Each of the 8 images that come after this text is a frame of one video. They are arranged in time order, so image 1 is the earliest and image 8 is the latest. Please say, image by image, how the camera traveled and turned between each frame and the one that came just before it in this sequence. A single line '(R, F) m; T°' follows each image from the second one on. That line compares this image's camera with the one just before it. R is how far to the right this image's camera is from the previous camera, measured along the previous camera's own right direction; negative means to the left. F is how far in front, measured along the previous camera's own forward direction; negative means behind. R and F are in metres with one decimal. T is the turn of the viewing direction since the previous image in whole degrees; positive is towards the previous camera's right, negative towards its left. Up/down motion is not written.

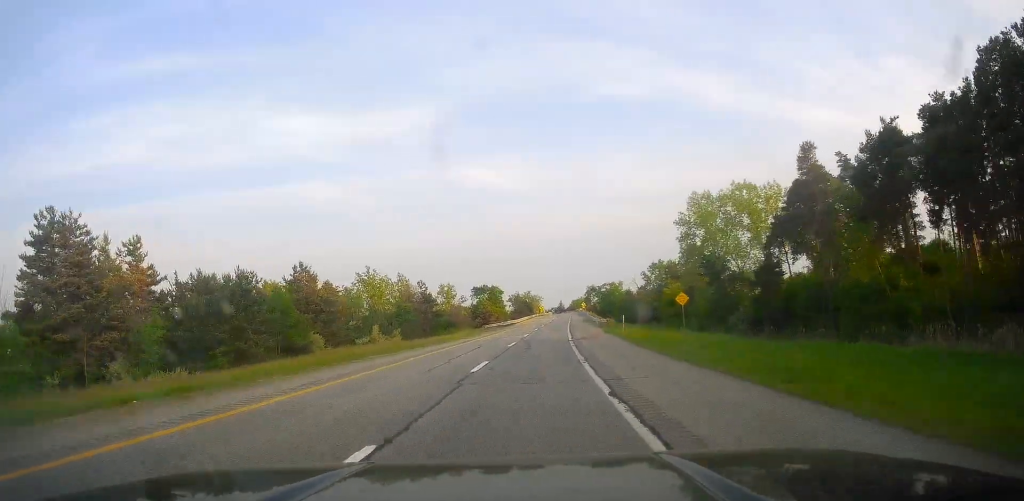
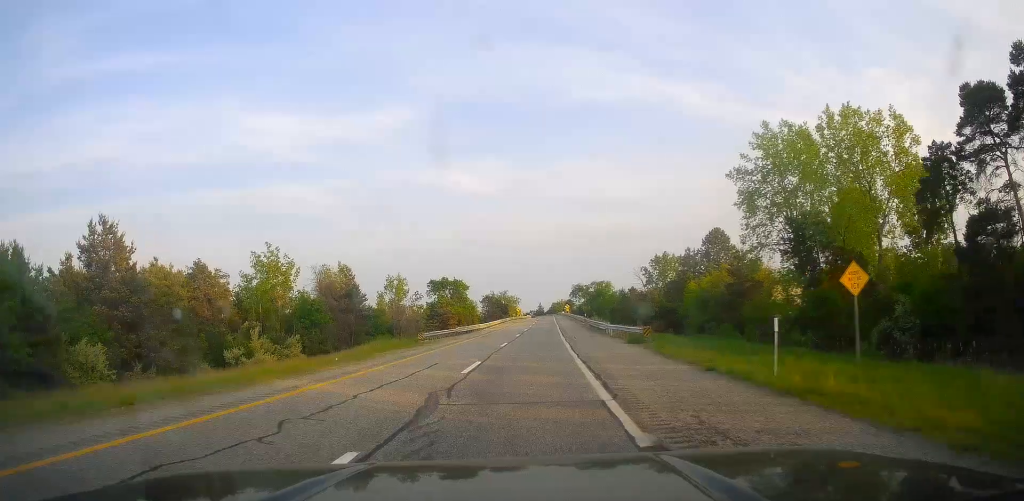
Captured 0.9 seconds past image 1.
(+0.8, +31.2) m; +2°
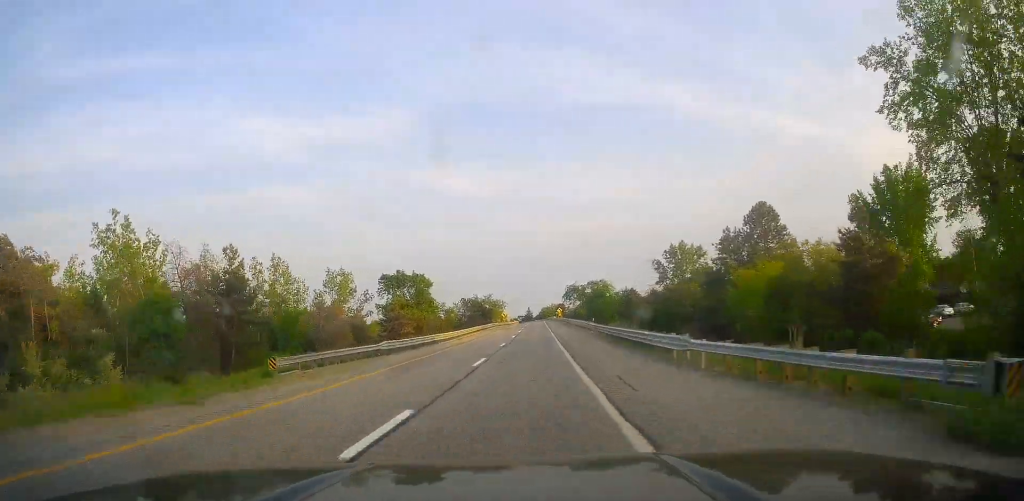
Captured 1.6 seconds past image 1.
(+0.5, +26.3) m; +1°
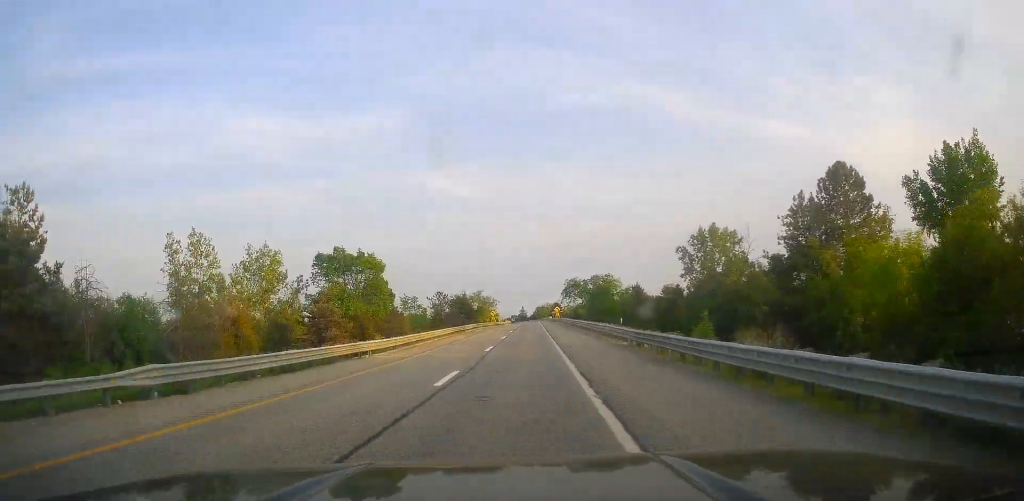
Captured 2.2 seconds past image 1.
(+0.3, +22.7) m; 0°
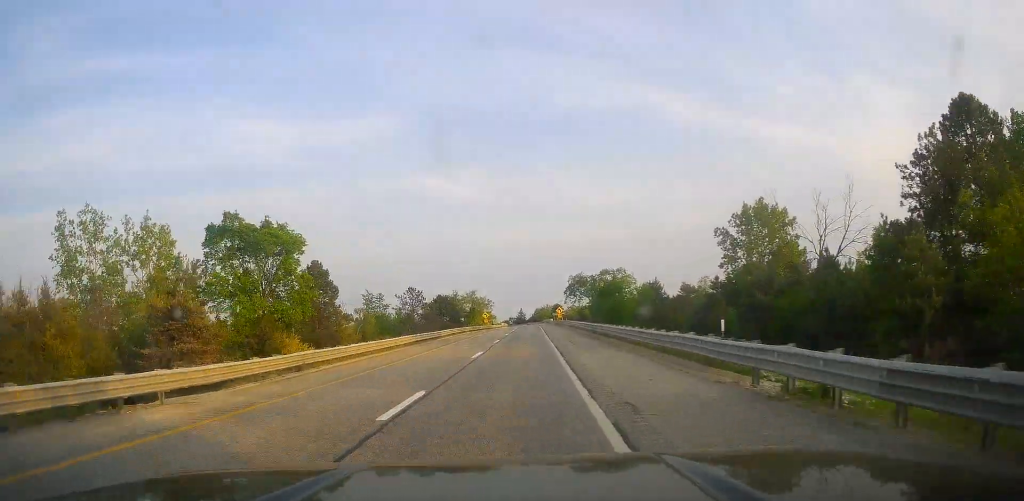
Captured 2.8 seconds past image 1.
(0.0, +20.1) m; 0°
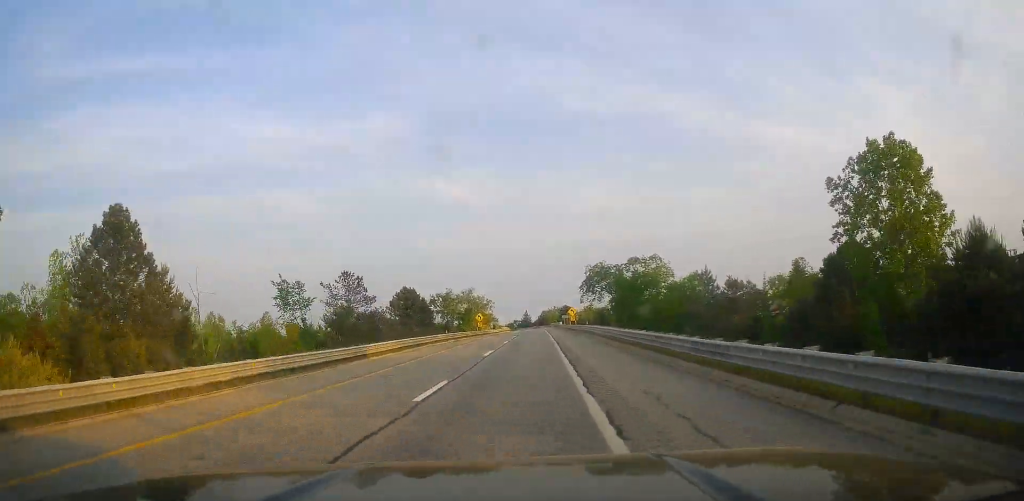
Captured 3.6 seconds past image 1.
(0.0, +27.2) m; 0°
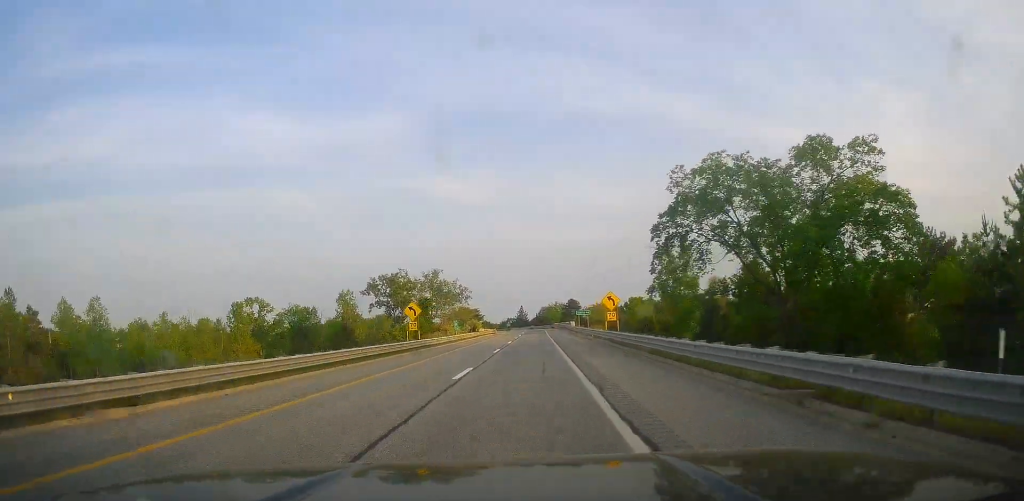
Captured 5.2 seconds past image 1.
(+0.6, +56.8) m; +1°
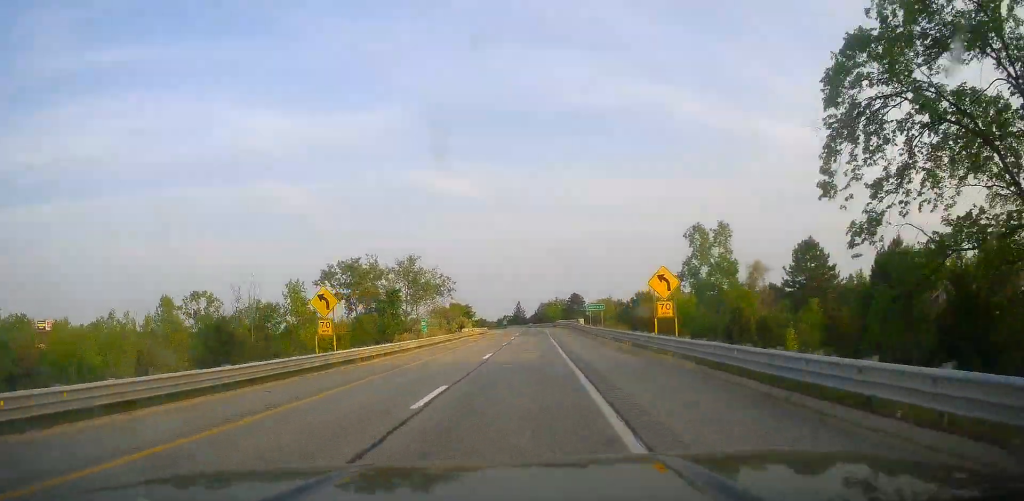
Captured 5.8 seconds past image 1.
(0.0, +21.3) m; 0°
